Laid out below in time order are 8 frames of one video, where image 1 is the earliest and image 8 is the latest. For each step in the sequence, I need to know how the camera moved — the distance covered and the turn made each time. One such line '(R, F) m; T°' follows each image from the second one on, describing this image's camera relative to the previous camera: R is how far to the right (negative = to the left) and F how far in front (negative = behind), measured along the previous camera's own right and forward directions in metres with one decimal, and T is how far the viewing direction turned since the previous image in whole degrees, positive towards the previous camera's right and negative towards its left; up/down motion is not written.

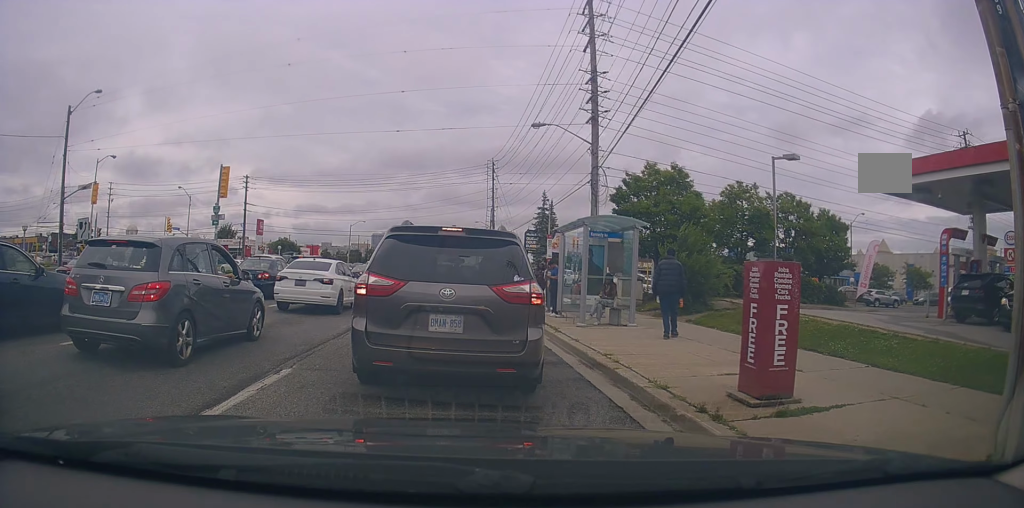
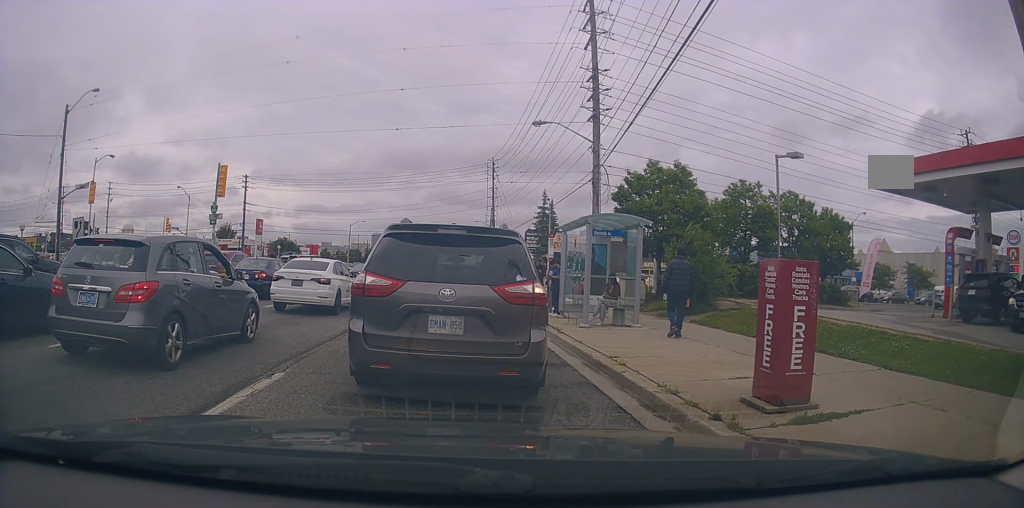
(0.0, +0.6) m; 0°
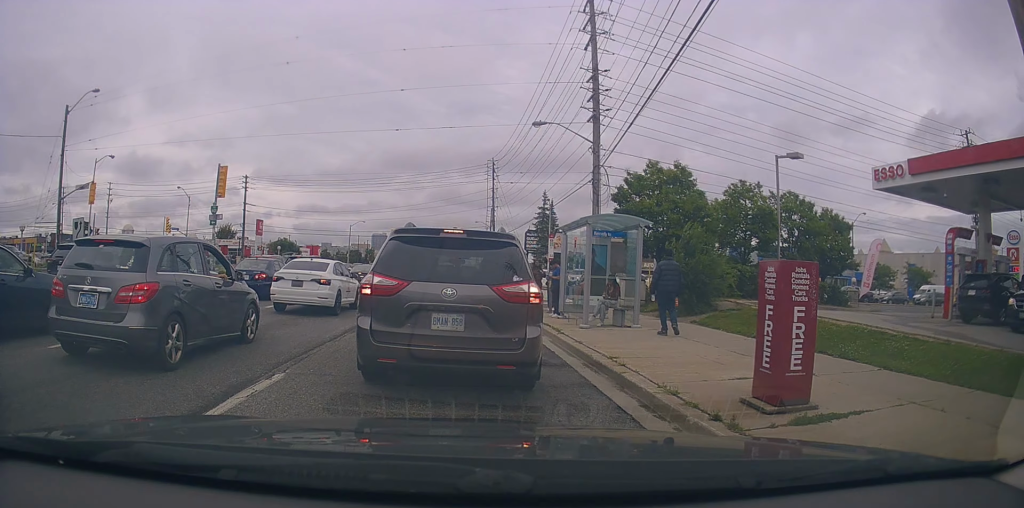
(+0.1, +0.4) m; 0°
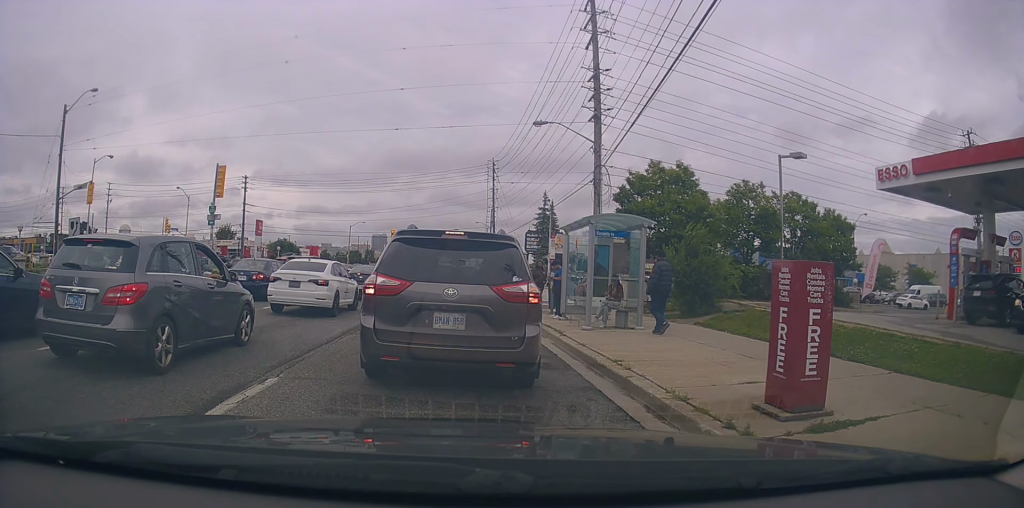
(+0.2, +0.3) m; 0°
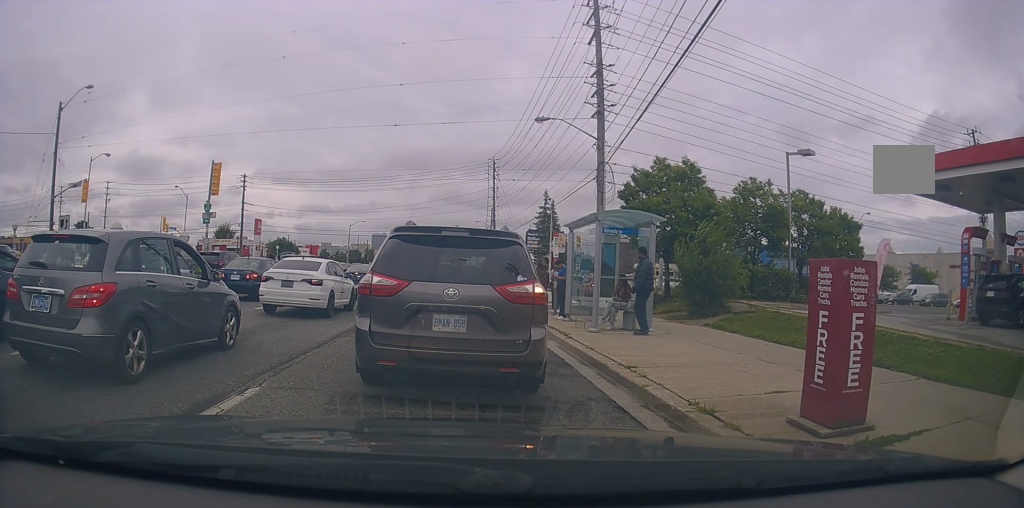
(+0.2, +0.3) m; 0°
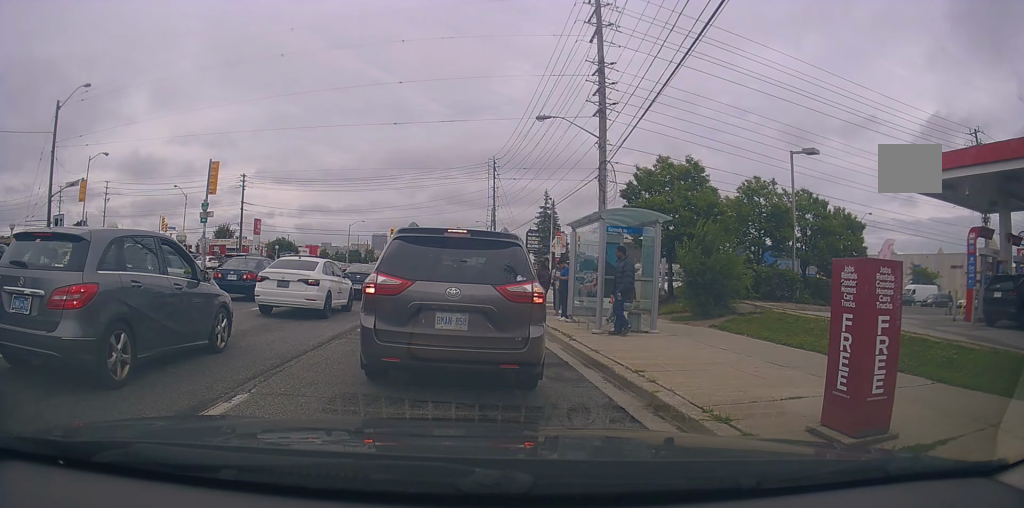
(+0.2, +0.3) m; 0°
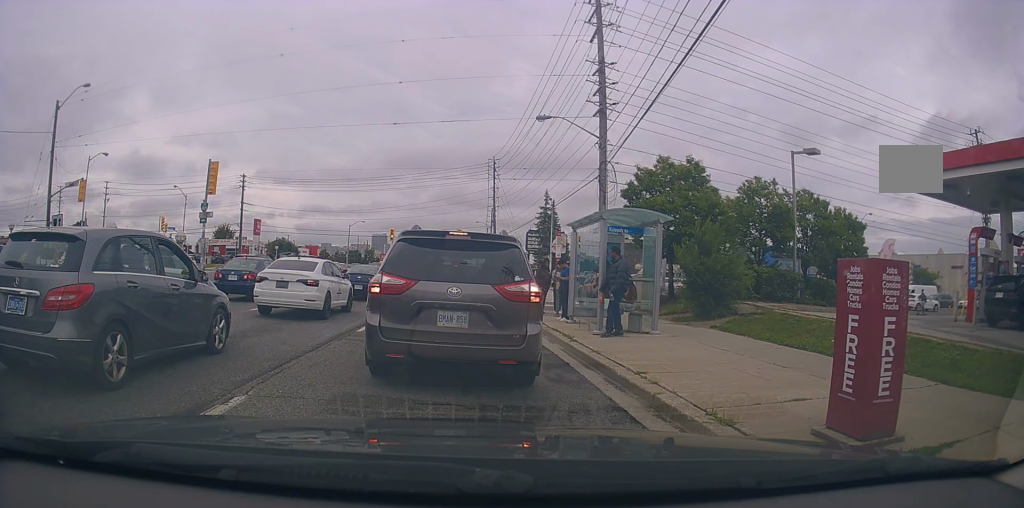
(+0.1, +0.2) m; 0°
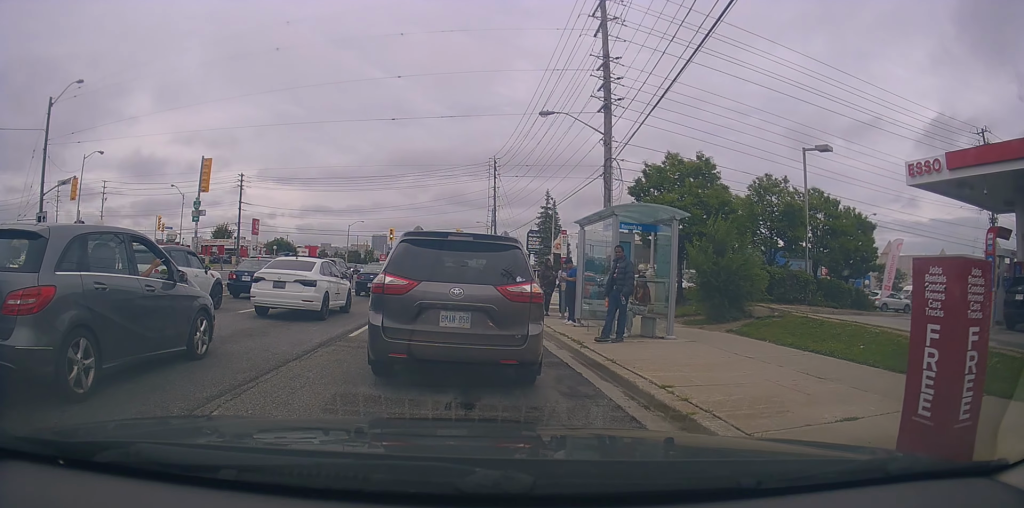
(+0.3, +0.6) m; 0°
